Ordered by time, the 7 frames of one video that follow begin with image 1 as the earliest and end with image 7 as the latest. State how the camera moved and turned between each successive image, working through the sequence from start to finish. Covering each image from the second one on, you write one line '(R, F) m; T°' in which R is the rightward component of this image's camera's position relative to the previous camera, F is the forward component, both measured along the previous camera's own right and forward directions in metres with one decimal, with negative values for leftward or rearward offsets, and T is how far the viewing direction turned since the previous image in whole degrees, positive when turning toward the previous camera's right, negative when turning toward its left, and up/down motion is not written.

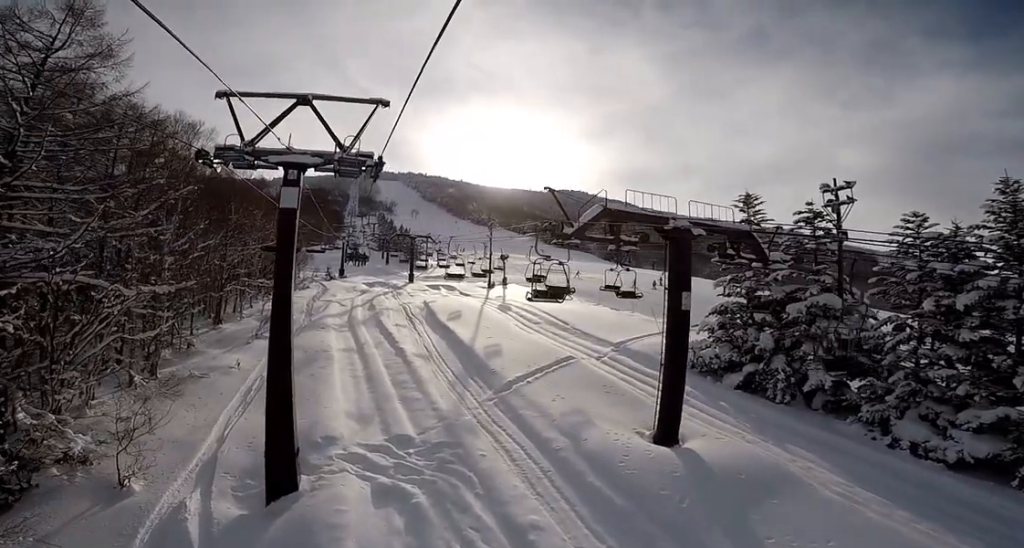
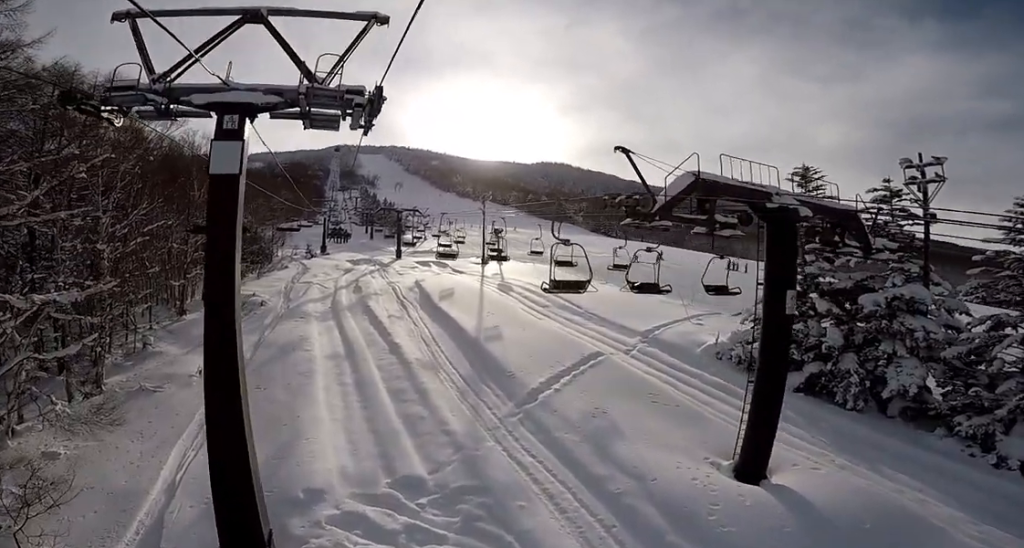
(+0.3, +4.5) m; 0°
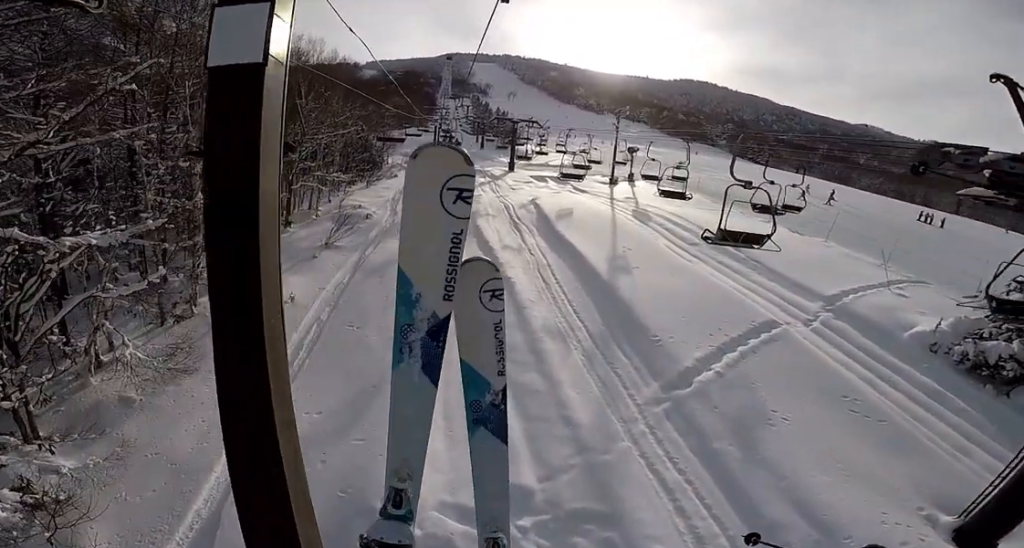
(-0.8, +3.7) m; 0°
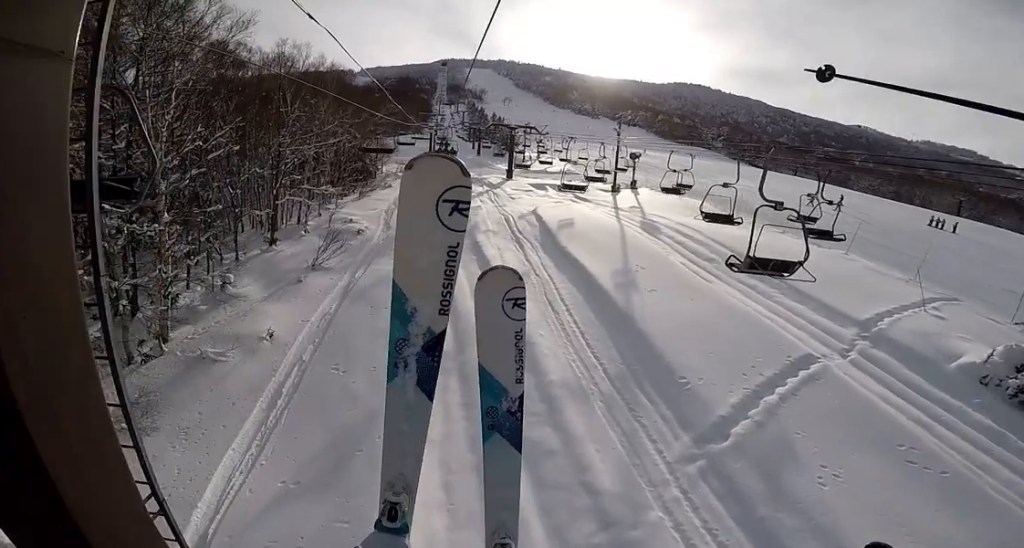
(+0.8, +2.4) m; 0°
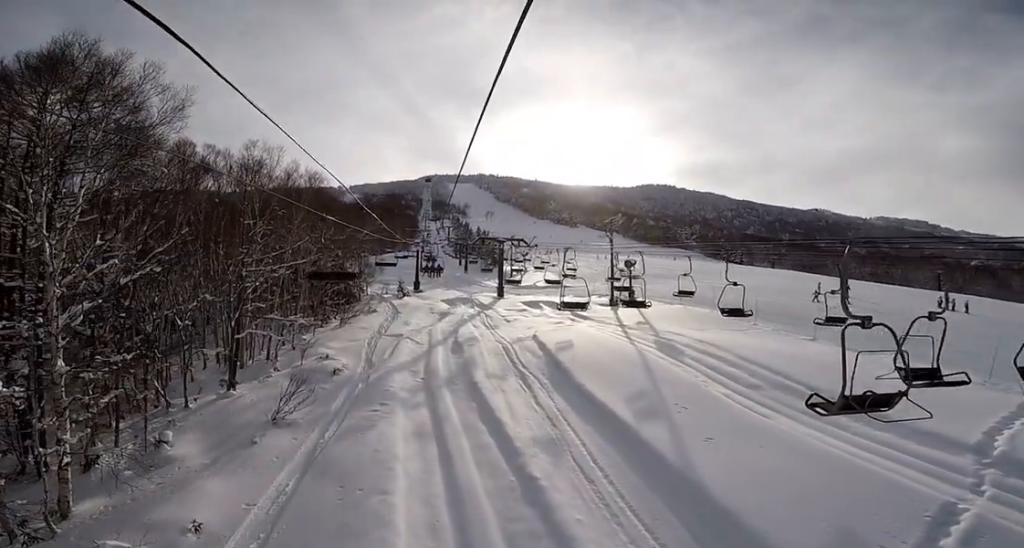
(-0.3, +4.9) m; 0°
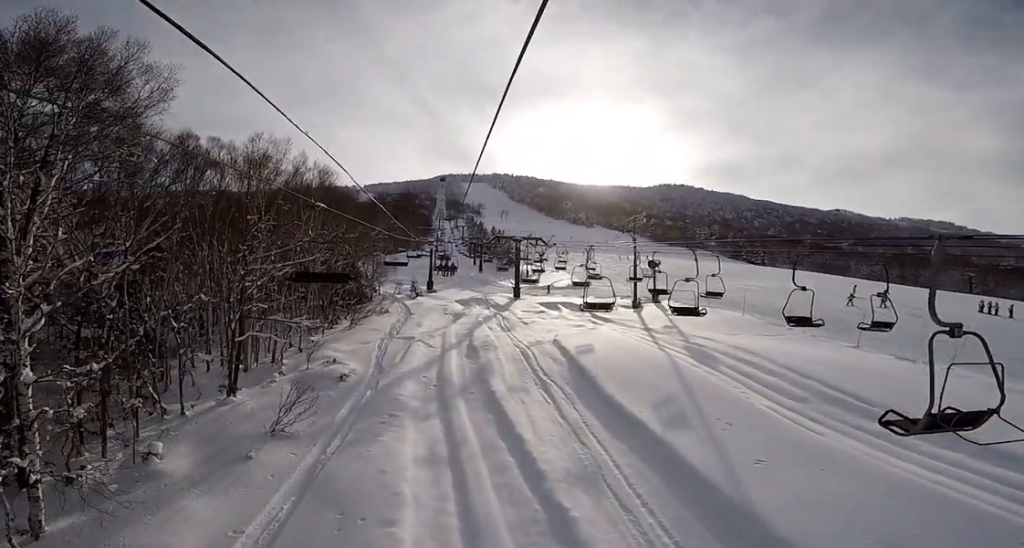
(+0.2, +1.9) m; 0°
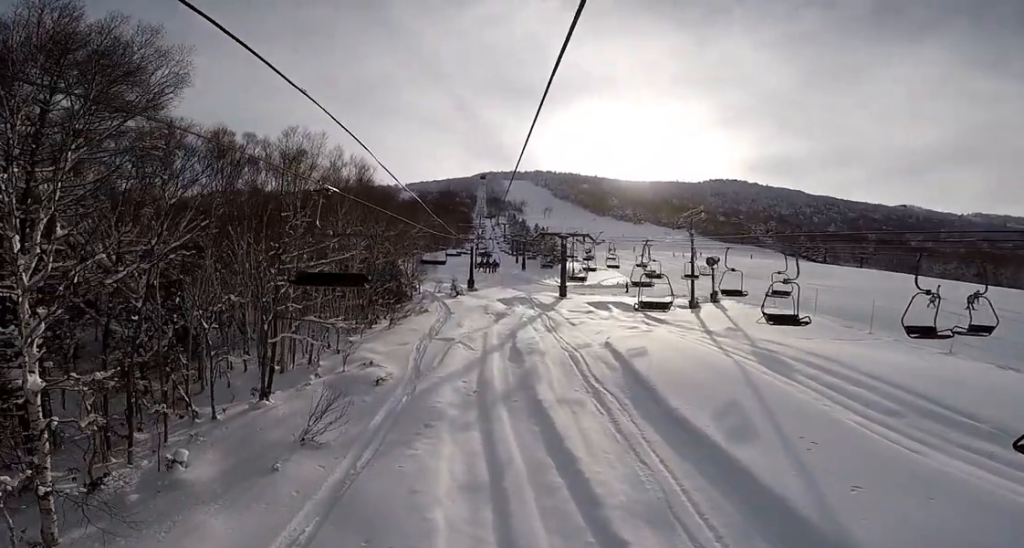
(-0.6, +1.5) m; 0°
